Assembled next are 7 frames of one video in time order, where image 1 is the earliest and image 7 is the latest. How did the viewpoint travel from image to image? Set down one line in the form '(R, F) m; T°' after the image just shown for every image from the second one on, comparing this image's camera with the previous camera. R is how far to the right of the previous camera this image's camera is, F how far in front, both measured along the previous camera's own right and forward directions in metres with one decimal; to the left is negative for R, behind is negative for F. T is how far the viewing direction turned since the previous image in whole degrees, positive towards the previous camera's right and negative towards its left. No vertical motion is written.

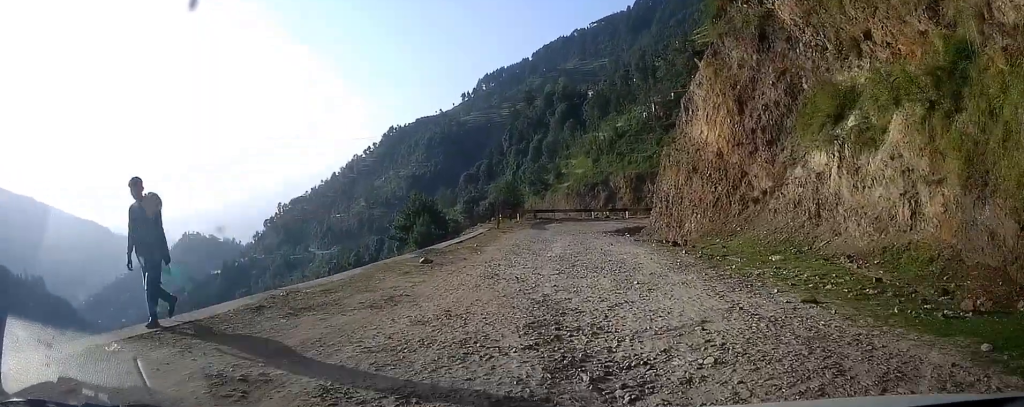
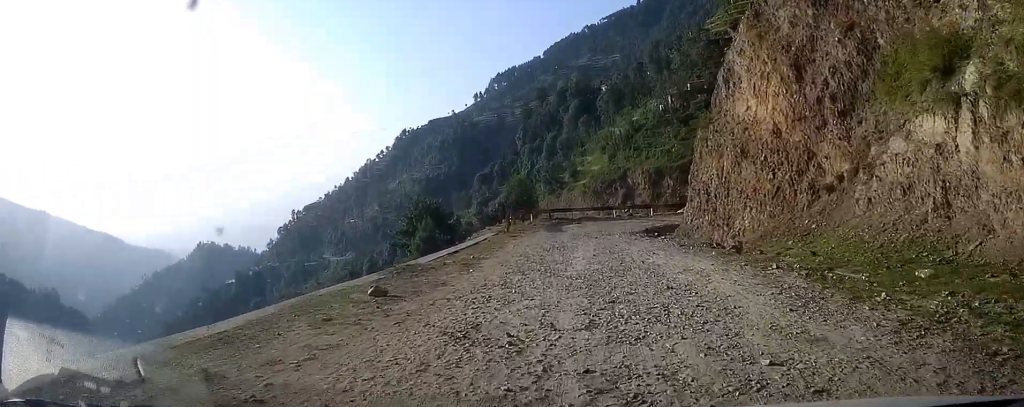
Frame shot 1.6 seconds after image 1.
(-0.5, +5.0) m; -2°
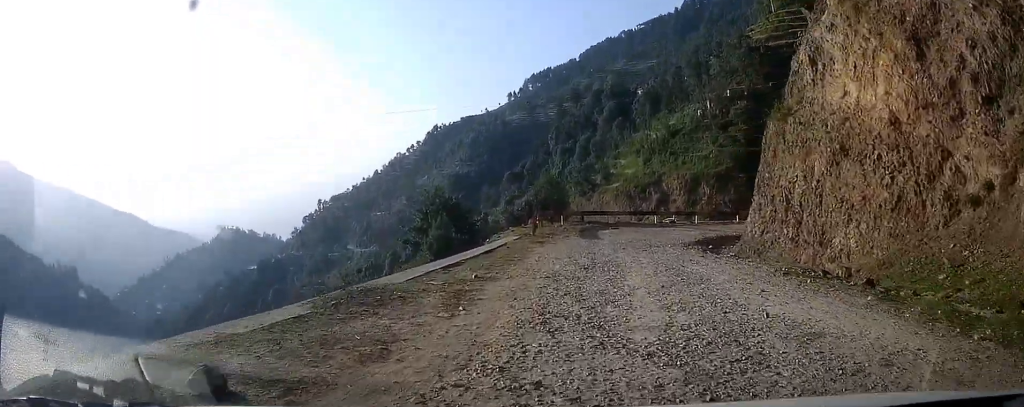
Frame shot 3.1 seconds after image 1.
(+0.4, +5.1) m; +1°
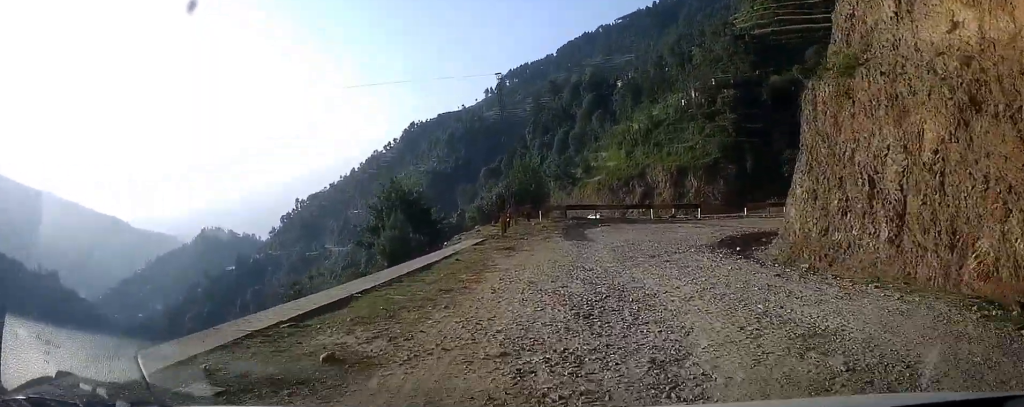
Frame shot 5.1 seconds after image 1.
(-0.4, +6.9) m; -3°
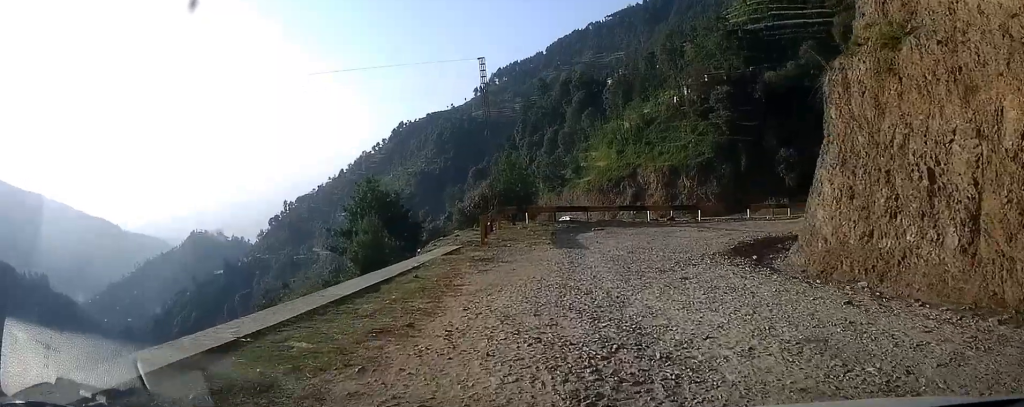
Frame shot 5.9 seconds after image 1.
(0.0, +2.7) m; +2°
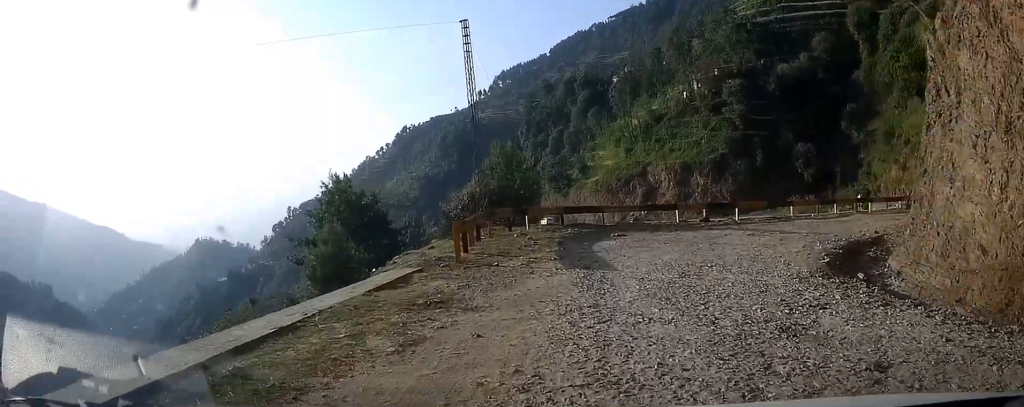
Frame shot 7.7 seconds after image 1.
(+0.2, +6.2) m; +6°
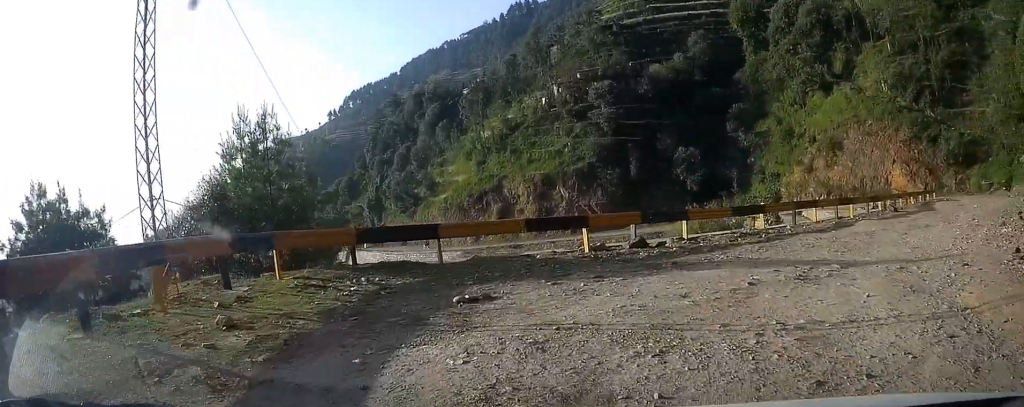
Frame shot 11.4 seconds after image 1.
(+0.6, +12.7) m; +4°
